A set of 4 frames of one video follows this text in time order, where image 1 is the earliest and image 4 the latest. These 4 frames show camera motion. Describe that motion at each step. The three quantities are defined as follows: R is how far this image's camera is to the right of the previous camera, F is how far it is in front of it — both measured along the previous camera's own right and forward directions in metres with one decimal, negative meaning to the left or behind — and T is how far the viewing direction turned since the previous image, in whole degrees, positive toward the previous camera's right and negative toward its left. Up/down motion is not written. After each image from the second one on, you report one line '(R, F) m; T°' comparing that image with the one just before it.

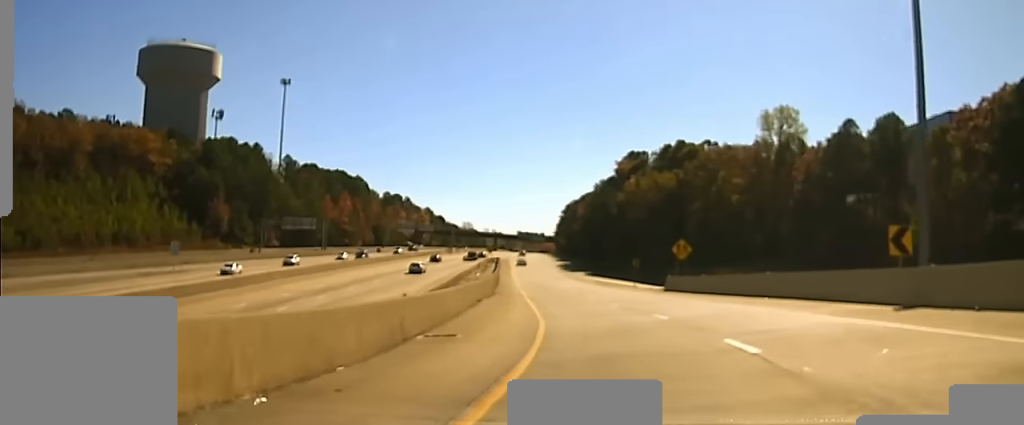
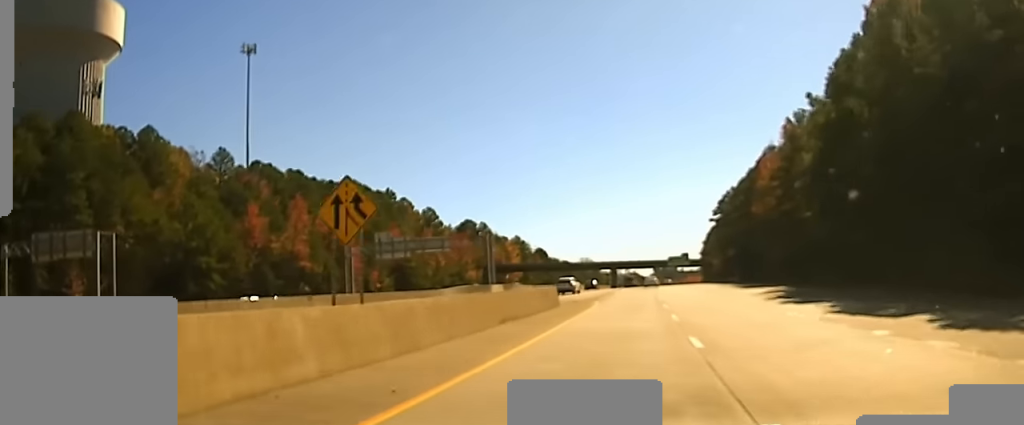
(-19.6, +143.0) m; -9°
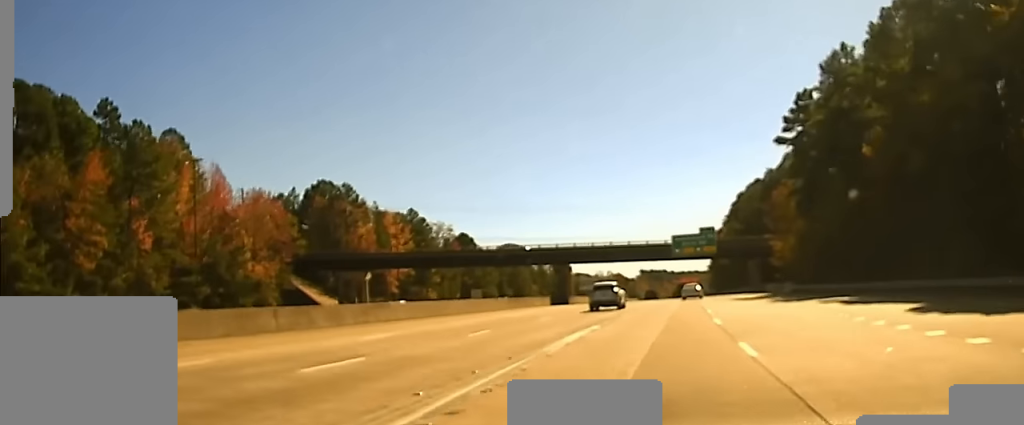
(+0.9, +130.5) m; +1°
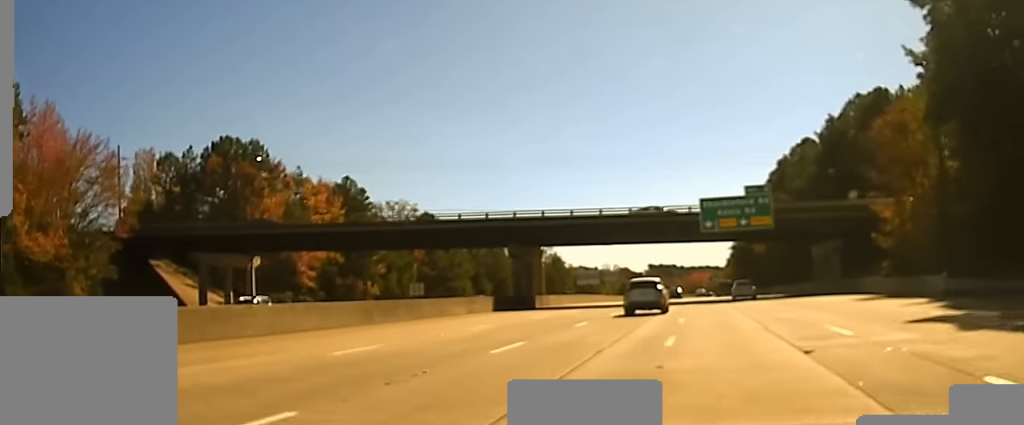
(0.0, +41.8) m; 0°
